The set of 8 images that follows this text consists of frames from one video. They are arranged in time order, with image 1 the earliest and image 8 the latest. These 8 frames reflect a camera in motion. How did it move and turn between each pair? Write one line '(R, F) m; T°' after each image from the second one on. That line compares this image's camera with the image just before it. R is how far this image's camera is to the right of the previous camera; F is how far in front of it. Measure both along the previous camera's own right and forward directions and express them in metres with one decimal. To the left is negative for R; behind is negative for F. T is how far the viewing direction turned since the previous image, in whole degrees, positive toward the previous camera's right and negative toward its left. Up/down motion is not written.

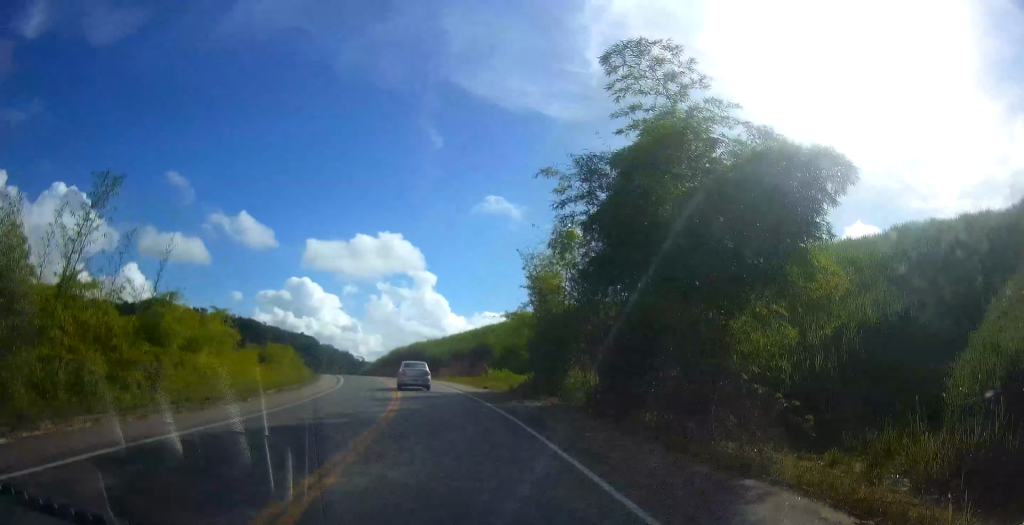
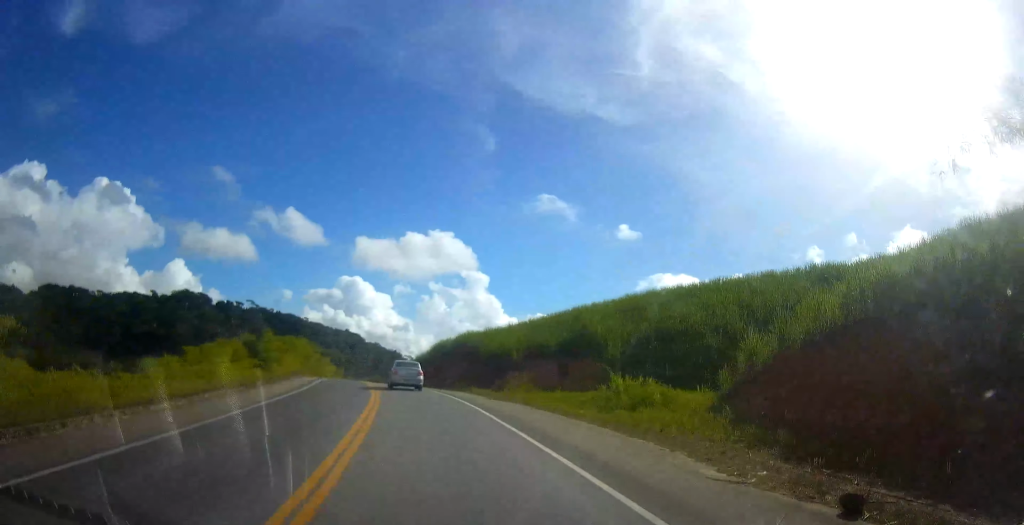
(+0.2, +31.7) m; -1°
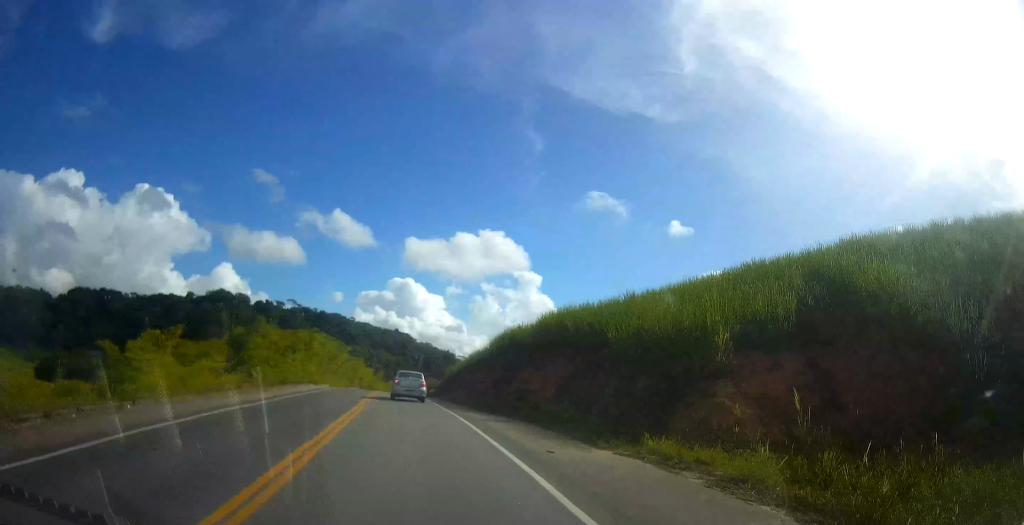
(-0.7, +25.6) m; -3°
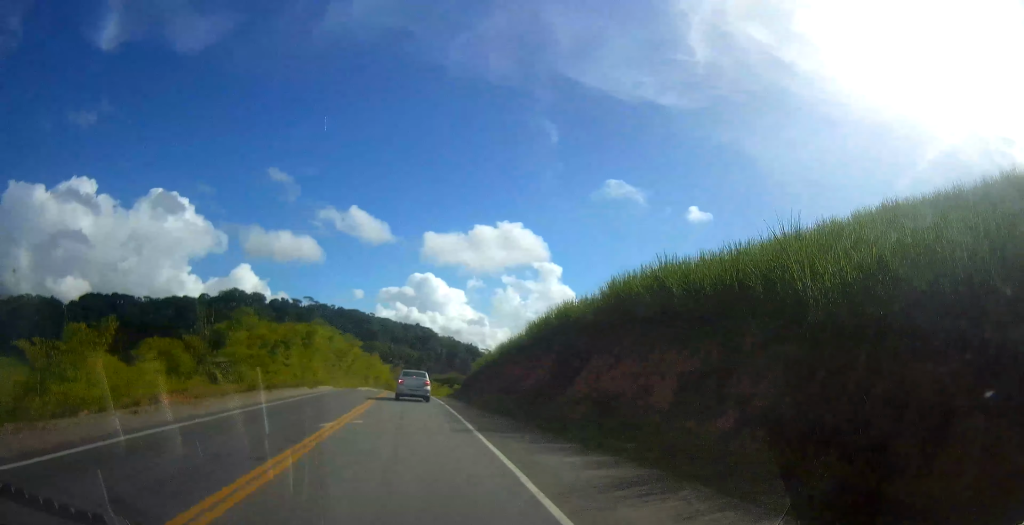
(-0.1, +11.6) m; -2°
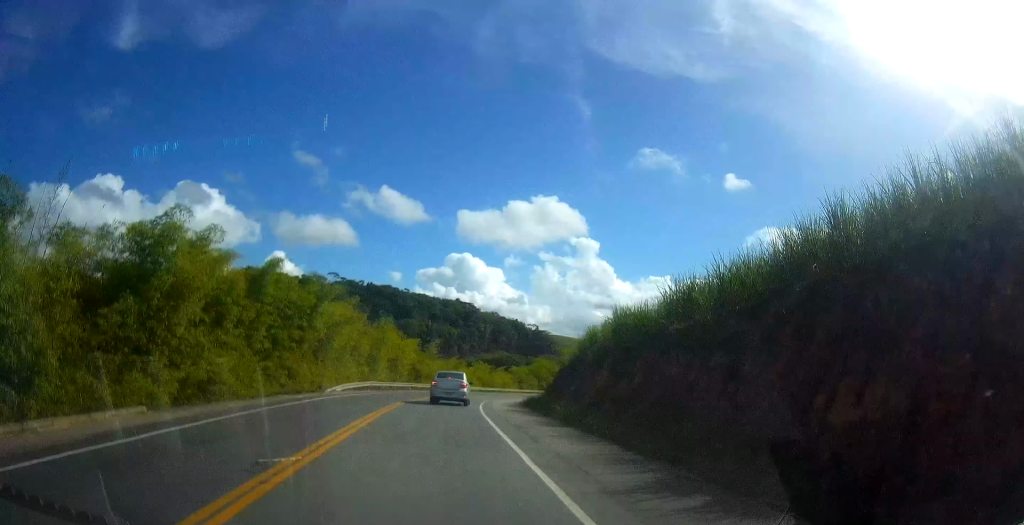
(-3.5, +45.3) m; -8°
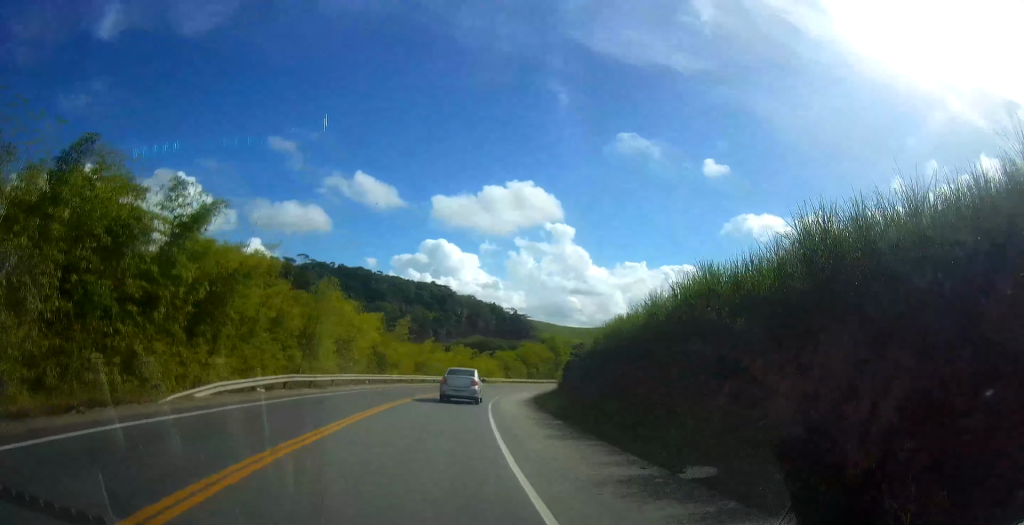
(-0.3, +19.3) m; -3°
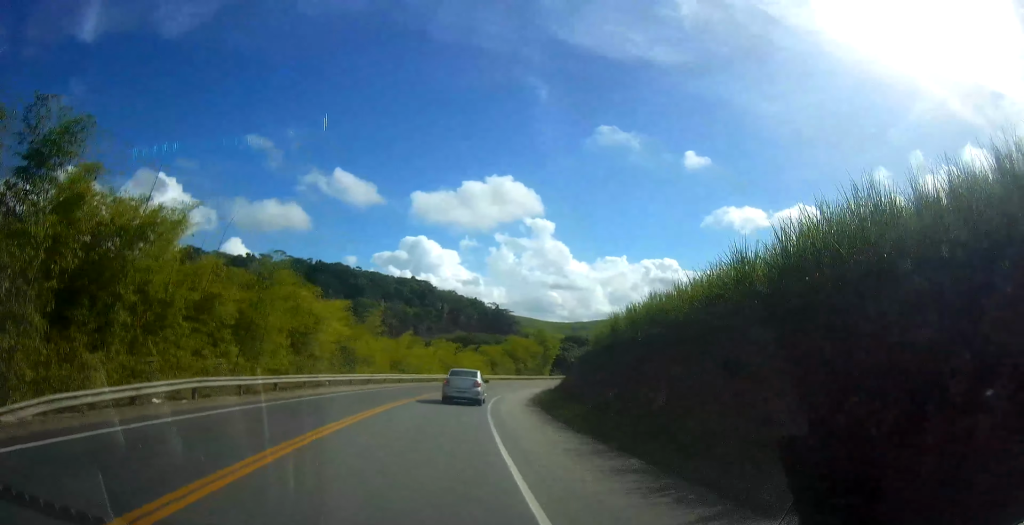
(-0.5, +9.0) m; -1°
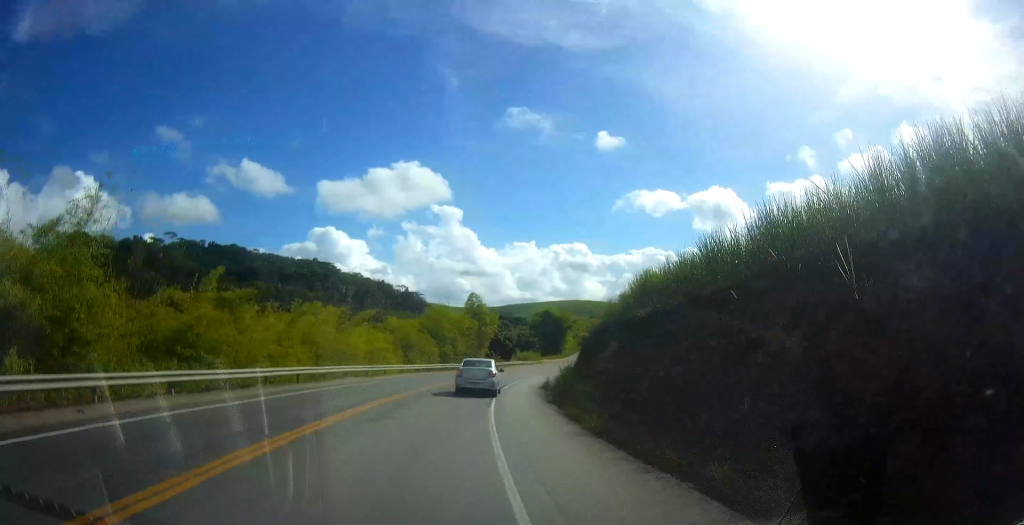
(+0.4, +37.4) m; +4°
